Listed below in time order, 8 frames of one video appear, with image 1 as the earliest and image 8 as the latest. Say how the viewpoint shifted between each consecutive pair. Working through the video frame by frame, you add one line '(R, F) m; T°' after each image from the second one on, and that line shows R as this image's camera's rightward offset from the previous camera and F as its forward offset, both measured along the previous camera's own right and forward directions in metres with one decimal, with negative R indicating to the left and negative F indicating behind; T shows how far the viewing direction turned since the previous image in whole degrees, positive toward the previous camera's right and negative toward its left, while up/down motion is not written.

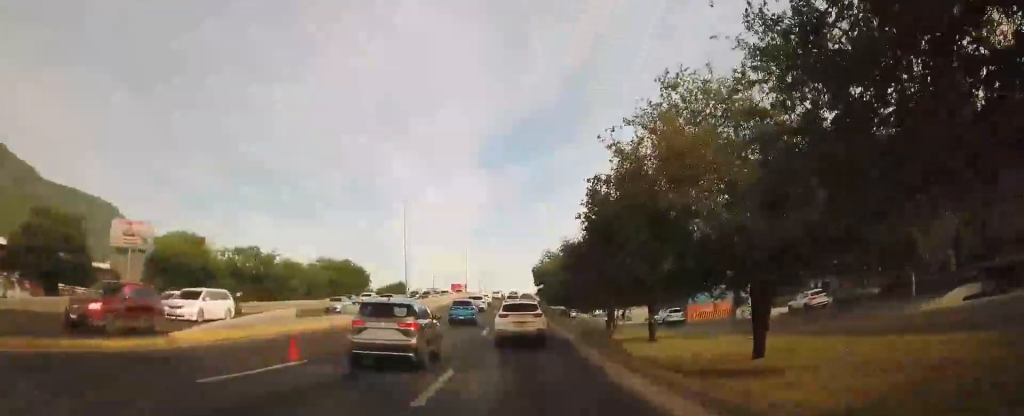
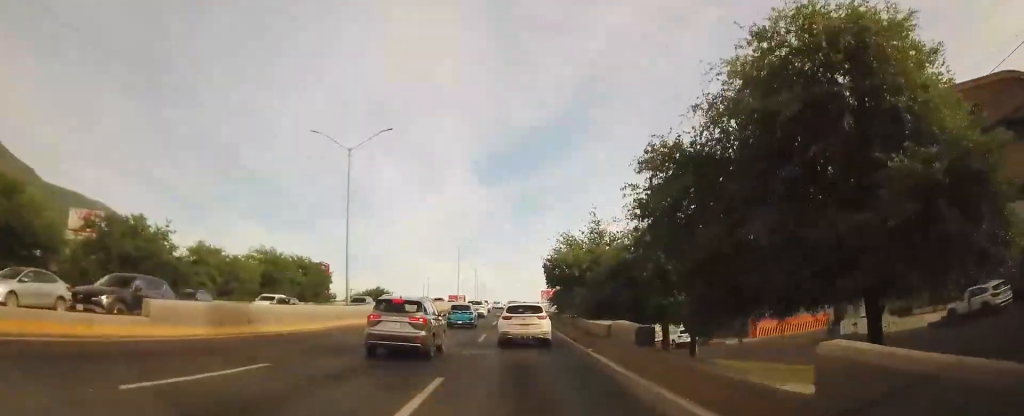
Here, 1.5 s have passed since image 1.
(-0.1, +19.1) m; 0°
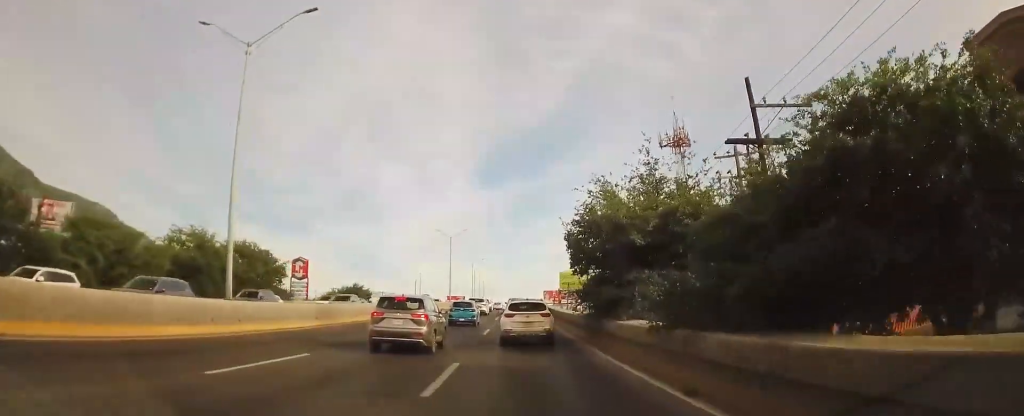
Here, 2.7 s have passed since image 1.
(-0.1, +14.8) m; -1°
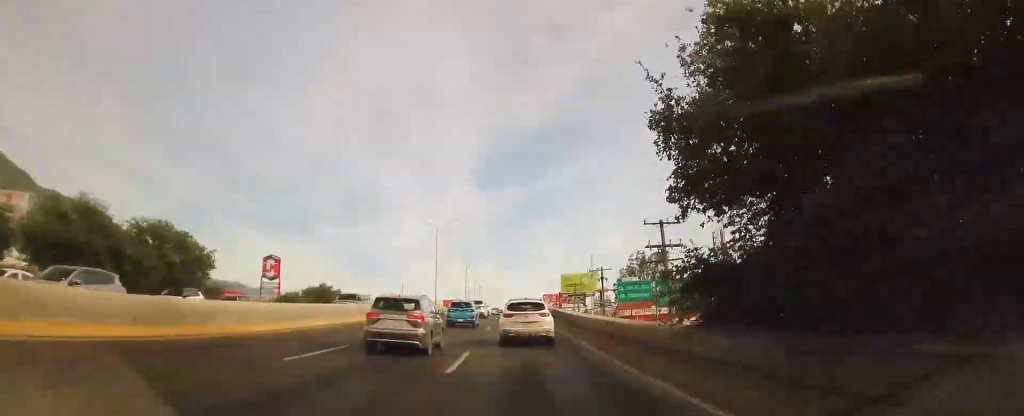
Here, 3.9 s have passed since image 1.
(-0.2, +14.1) m; 0°
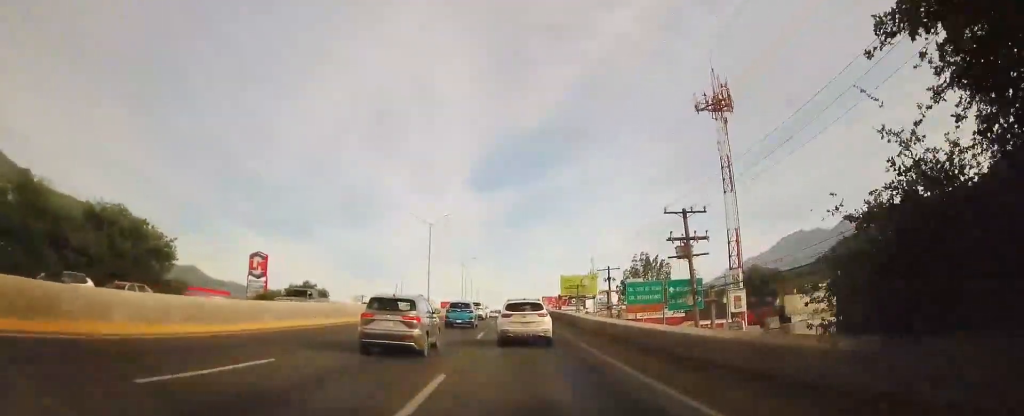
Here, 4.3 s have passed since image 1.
(0.0, +5.3) m; 0°
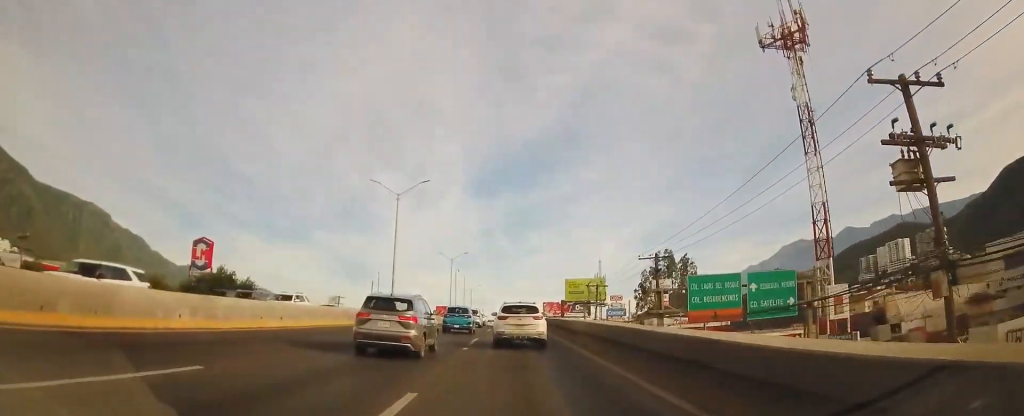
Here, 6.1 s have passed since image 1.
(0.0, +19.7) m; -3°
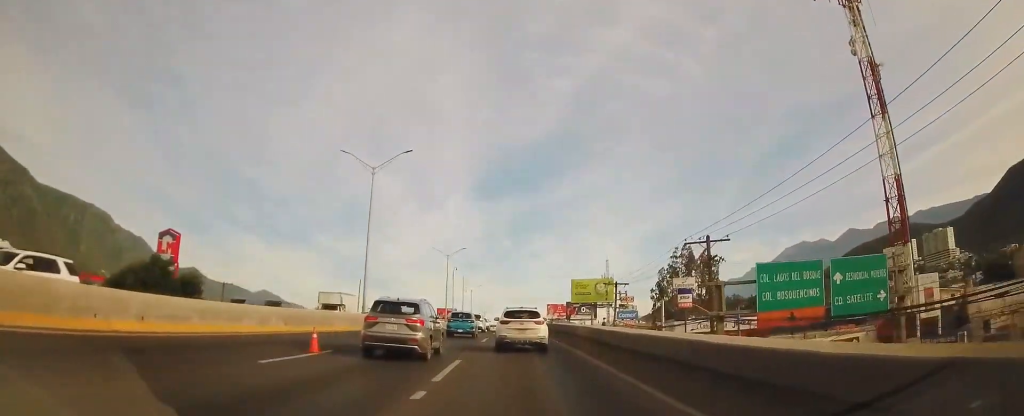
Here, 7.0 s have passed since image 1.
(-0.5, +10.2) m; -1°
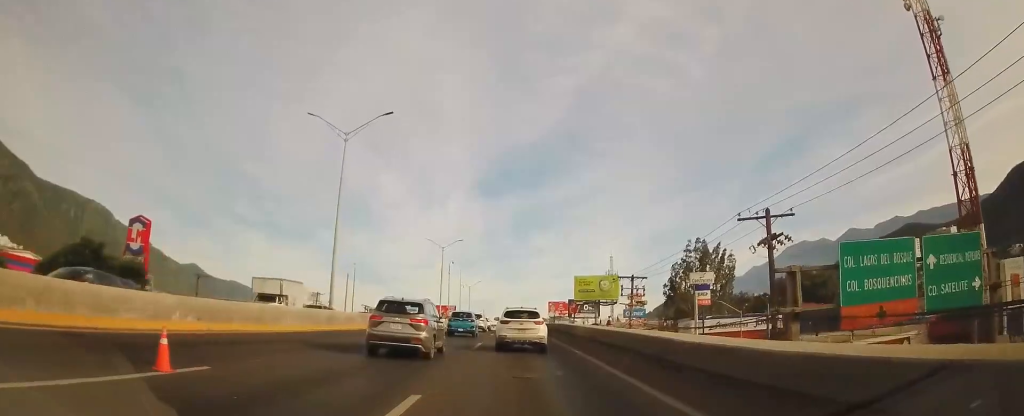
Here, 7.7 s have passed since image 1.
(+0.1, +7.2) m; 0°
